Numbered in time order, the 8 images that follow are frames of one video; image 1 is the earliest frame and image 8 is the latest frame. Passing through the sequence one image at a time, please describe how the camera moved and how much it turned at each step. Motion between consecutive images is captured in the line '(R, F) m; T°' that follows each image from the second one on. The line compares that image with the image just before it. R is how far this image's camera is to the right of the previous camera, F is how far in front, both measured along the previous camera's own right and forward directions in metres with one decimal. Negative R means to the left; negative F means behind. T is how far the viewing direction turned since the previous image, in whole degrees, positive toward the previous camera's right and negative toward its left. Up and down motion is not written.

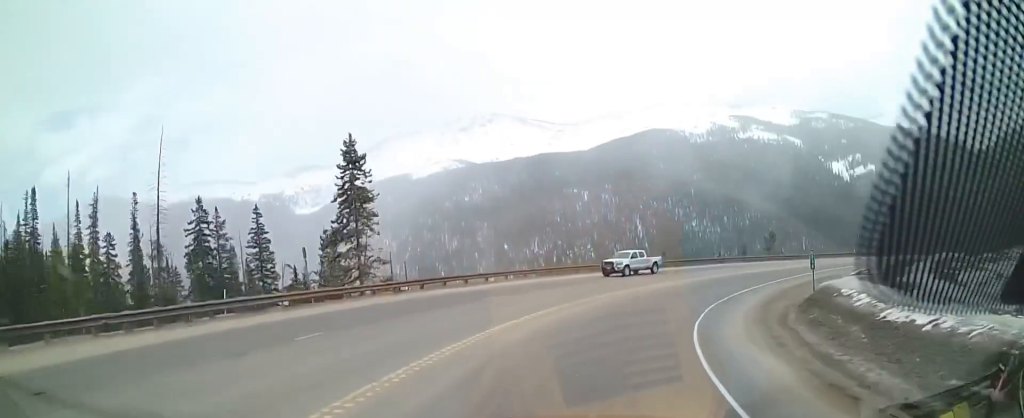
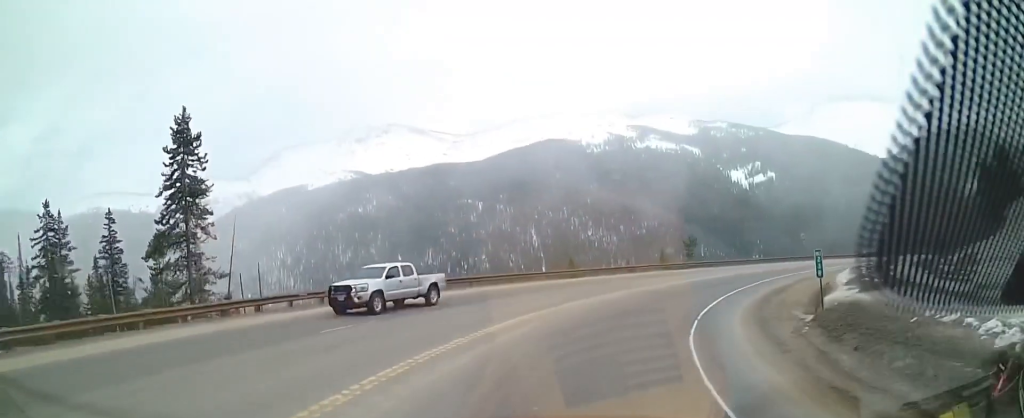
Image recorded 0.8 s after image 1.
(+1.3, +8.2) m; +15°
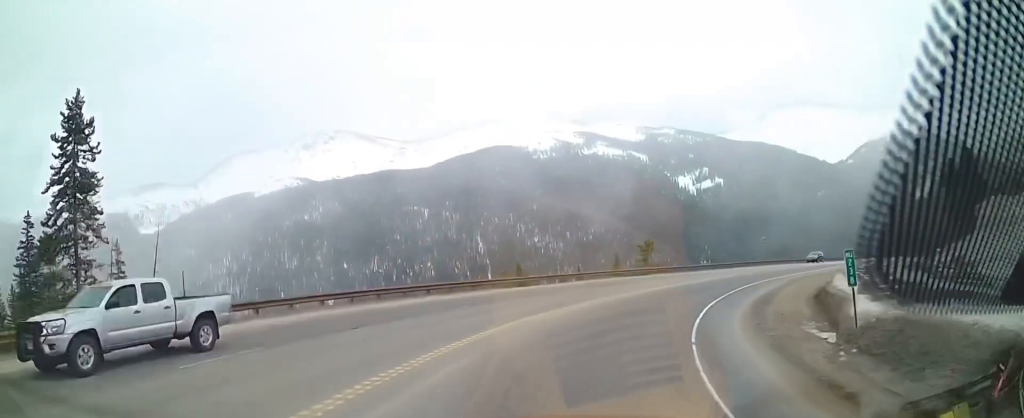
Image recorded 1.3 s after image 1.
(+0.2, +4.4) m; +5°
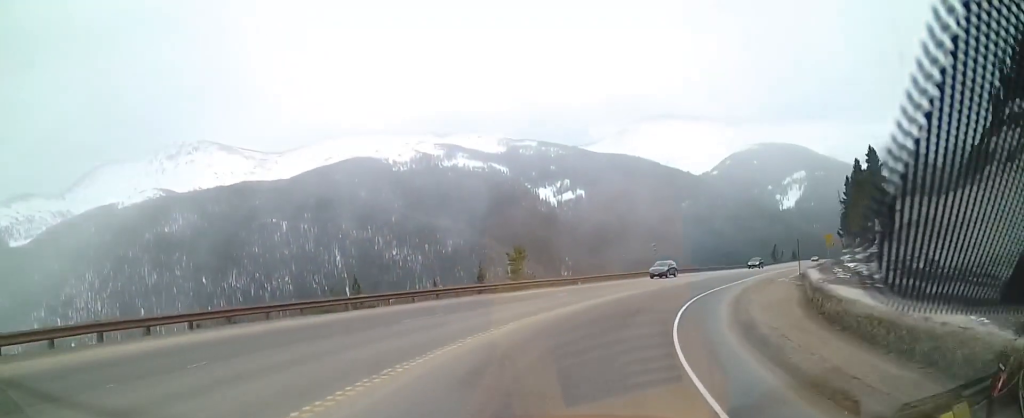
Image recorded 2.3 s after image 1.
(+1.1, +10.6) m; +10°
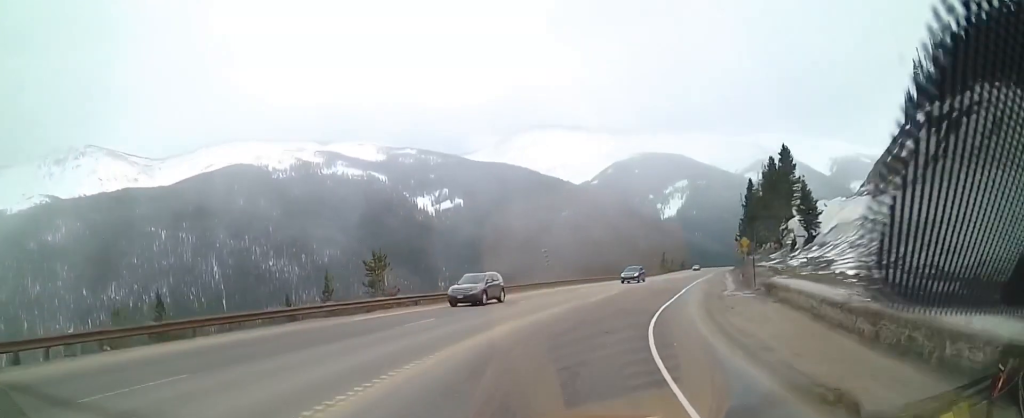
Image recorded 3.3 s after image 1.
(+0.6, +9.5) m; +16°
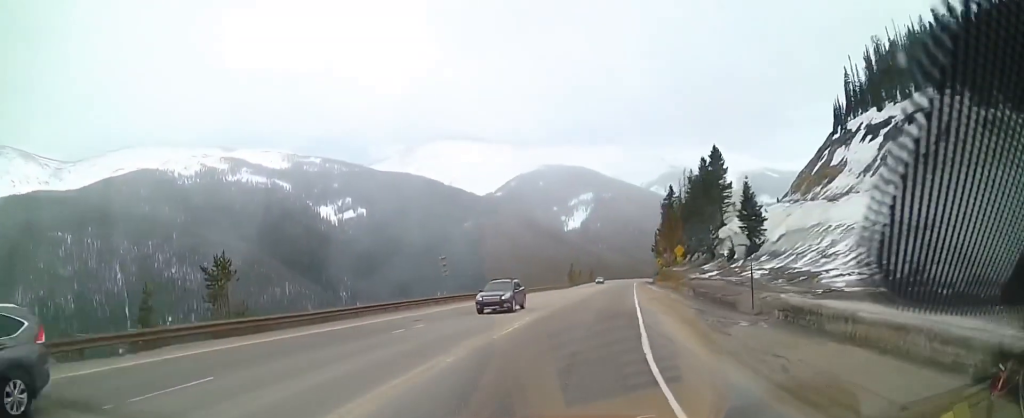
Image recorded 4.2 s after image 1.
(+1.7, +7.9) m; +20°
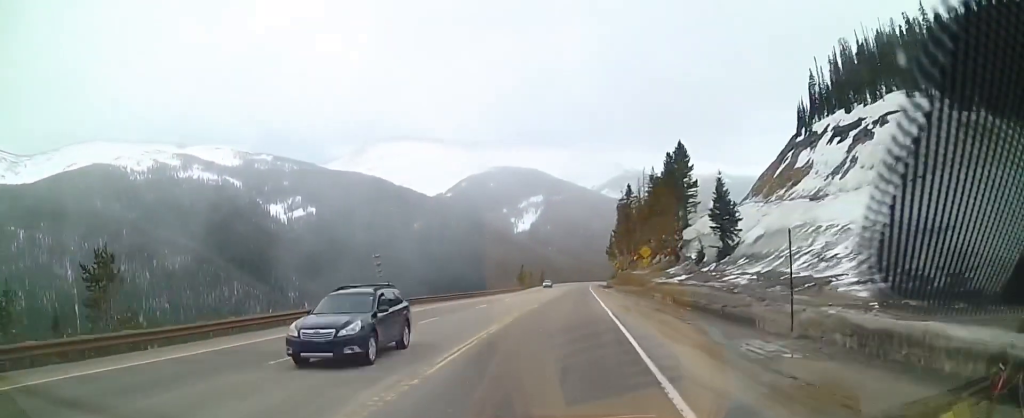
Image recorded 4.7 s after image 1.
(+0.5, +5.1) m; +9°
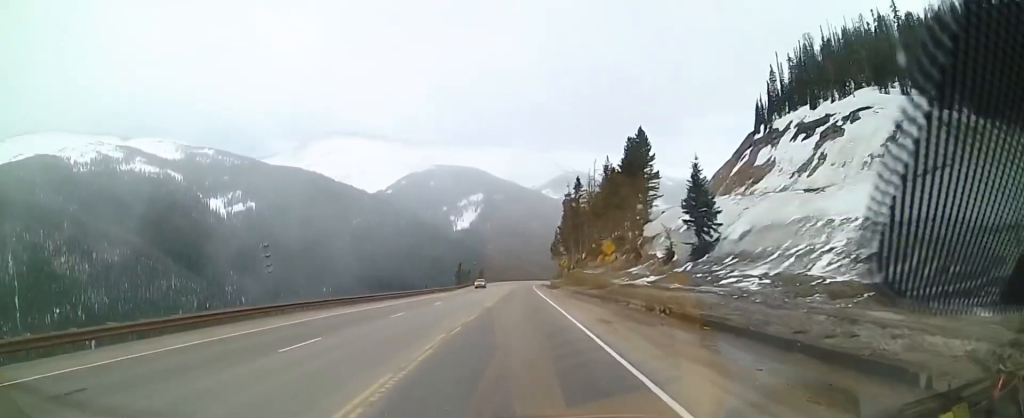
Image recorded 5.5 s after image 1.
(+0.8, +8.4) m; +4°
